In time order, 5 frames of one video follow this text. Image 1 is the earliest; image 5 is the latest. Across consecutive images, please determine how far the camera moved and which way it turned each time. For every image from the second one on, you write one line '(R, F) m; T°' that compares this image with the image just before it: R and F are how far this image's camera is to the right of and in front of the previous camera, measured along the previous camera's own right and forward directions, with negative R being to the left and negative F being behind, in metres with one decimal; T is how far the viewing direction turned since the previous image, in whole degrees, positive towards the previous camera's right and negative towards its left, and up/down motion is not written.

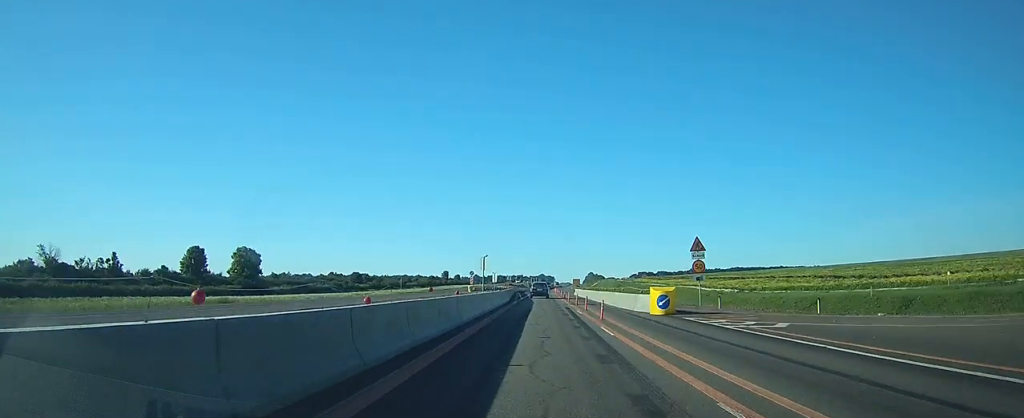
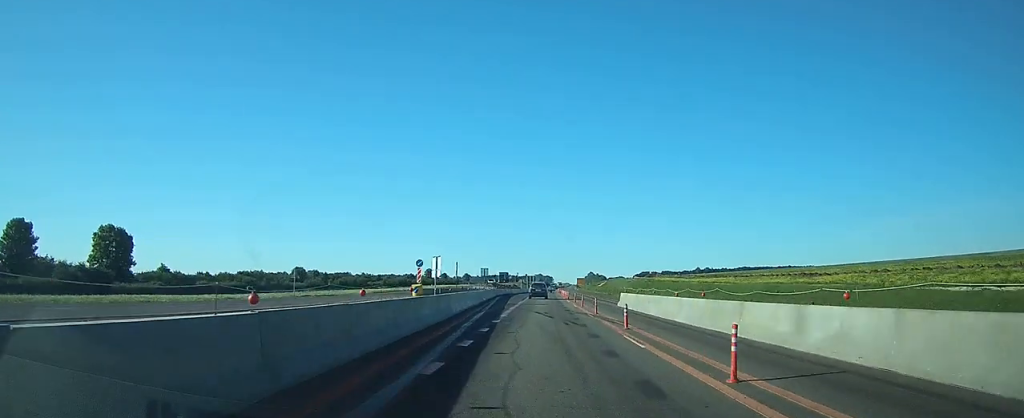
(0.0, +51.3) m; 0°
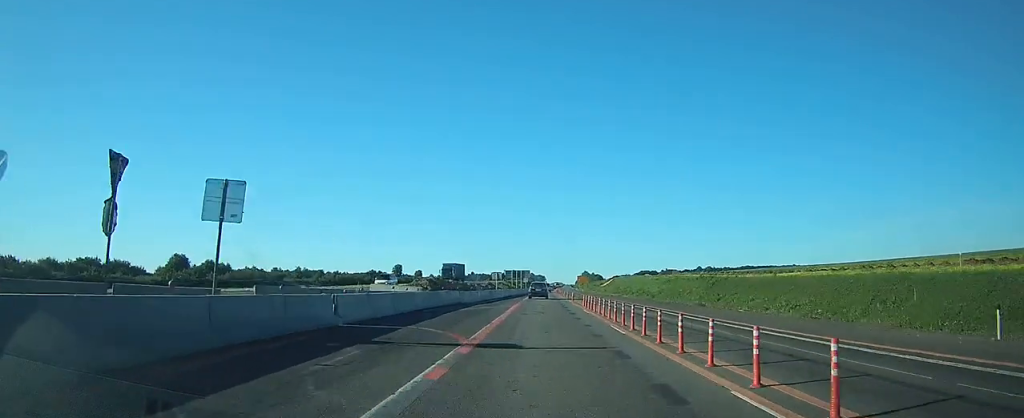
(+0.2, +56.9) m; +1°
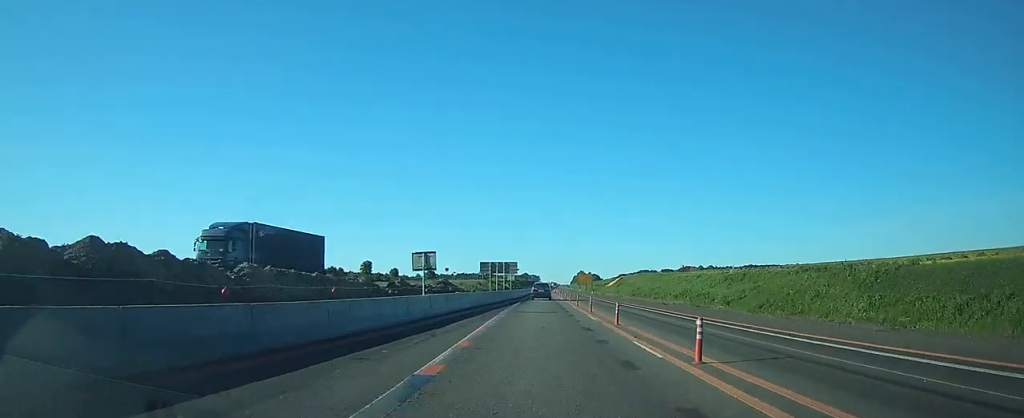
(+0.3, +41.7) m; +1°
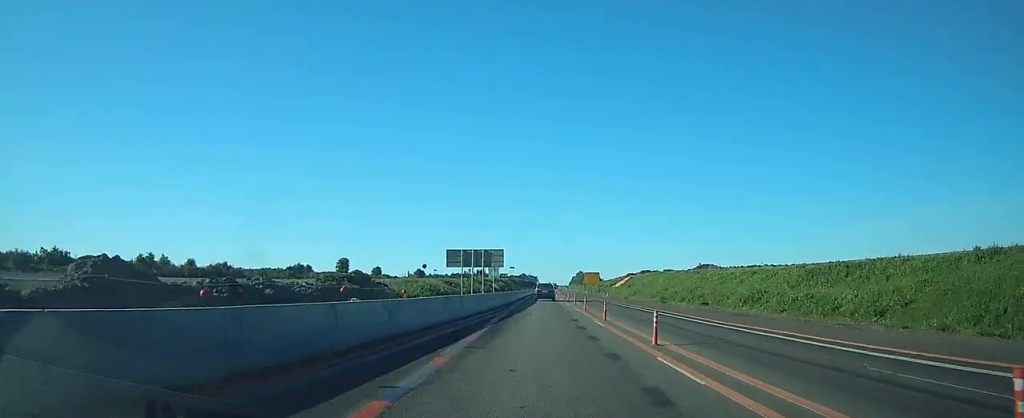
(0.0, +26.9) m; 0°
